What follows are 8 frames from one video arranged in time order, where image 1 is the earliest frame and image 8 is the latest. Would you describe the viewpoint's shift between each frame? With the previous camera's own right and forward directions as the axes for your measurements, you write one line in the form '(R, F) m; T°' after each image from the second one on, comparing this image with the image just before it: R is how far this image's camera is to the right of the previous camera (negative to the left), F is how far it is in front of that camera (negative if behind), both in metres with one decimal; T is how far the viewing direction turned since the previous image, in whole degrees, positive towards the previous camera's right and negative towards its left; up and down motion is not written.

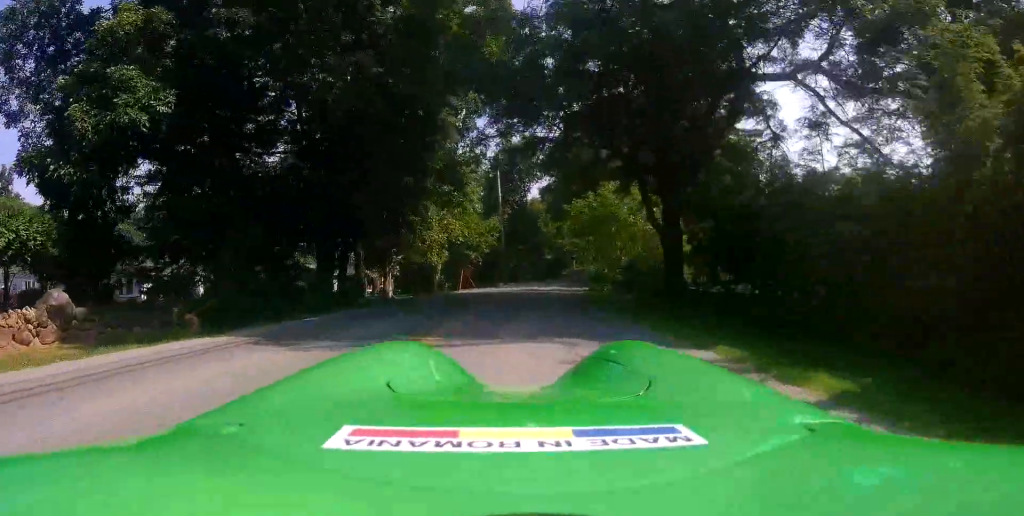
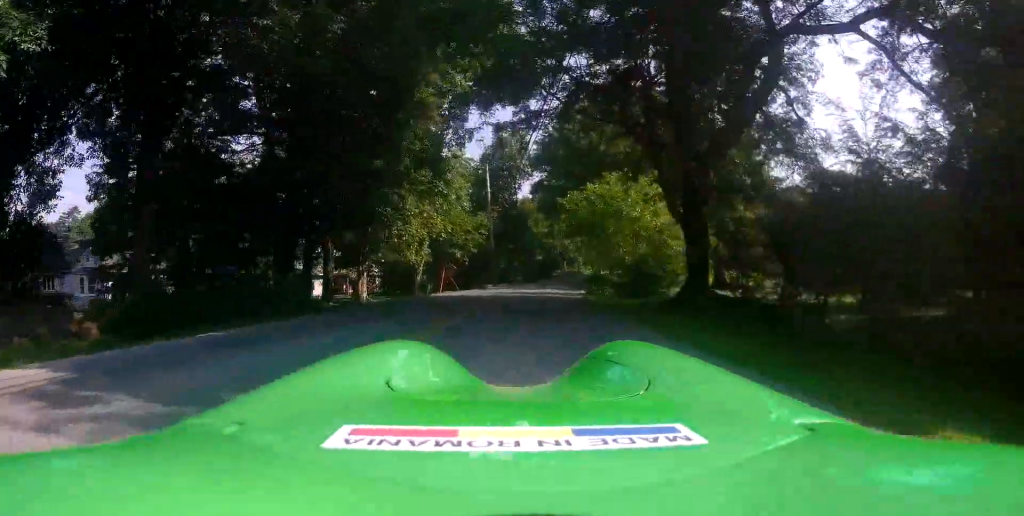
(-0.1, +3.6) m; +2°
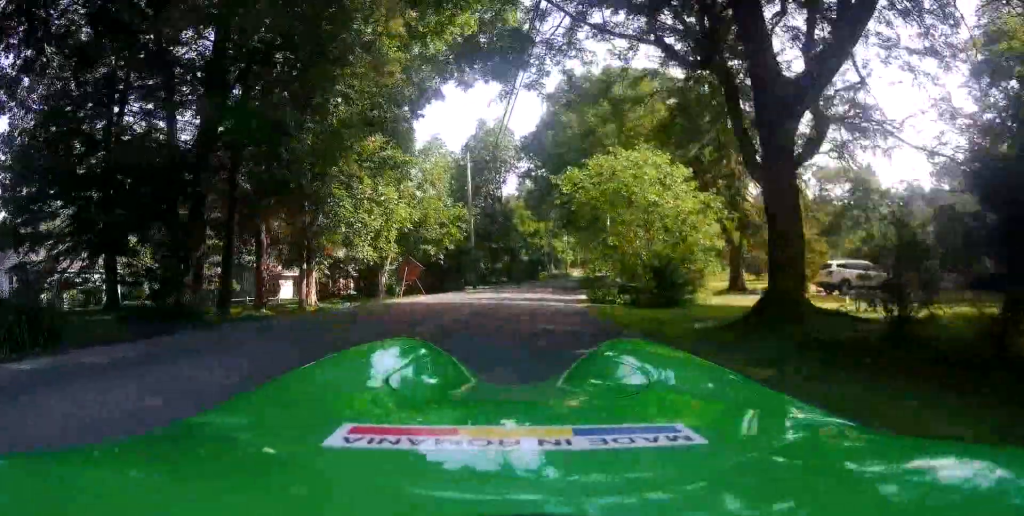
(+0.4, +6.3) m; +1°
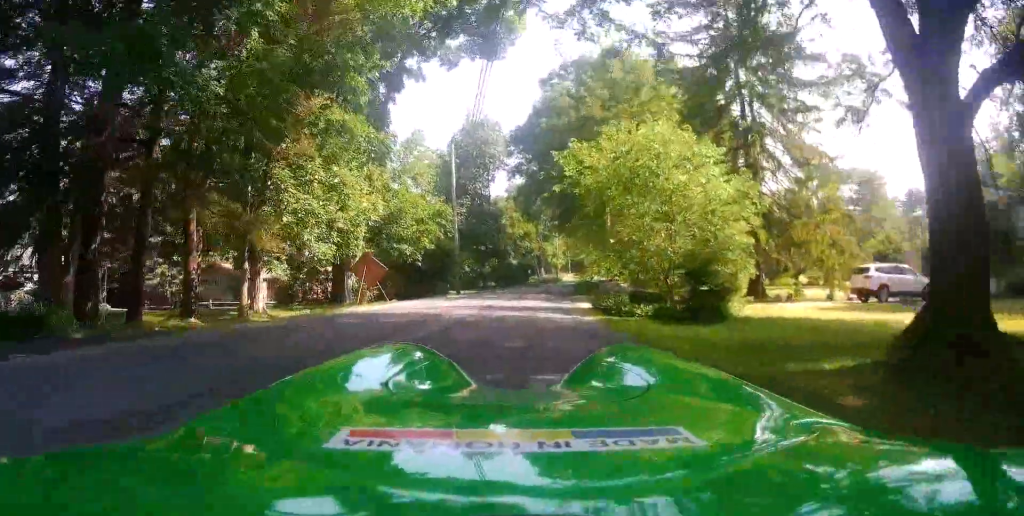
(-0.2, +4.9) m; -2°
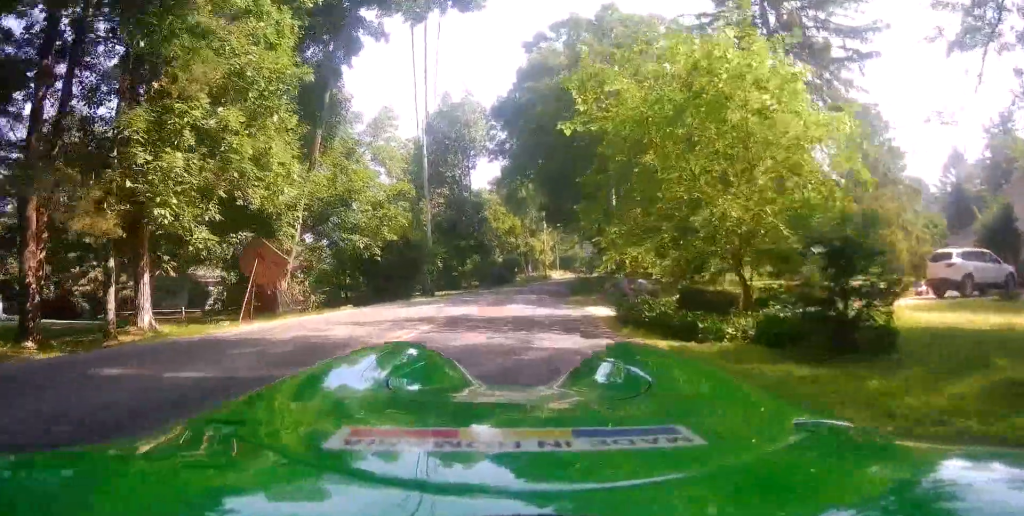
(-0.1, +6.8) m; +3°
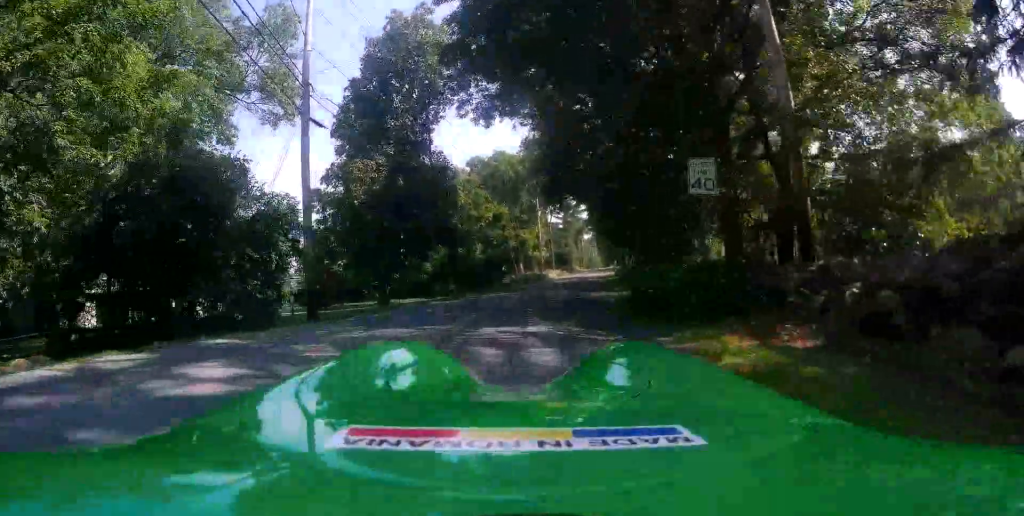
(+1.4, +19.9) m; +6°
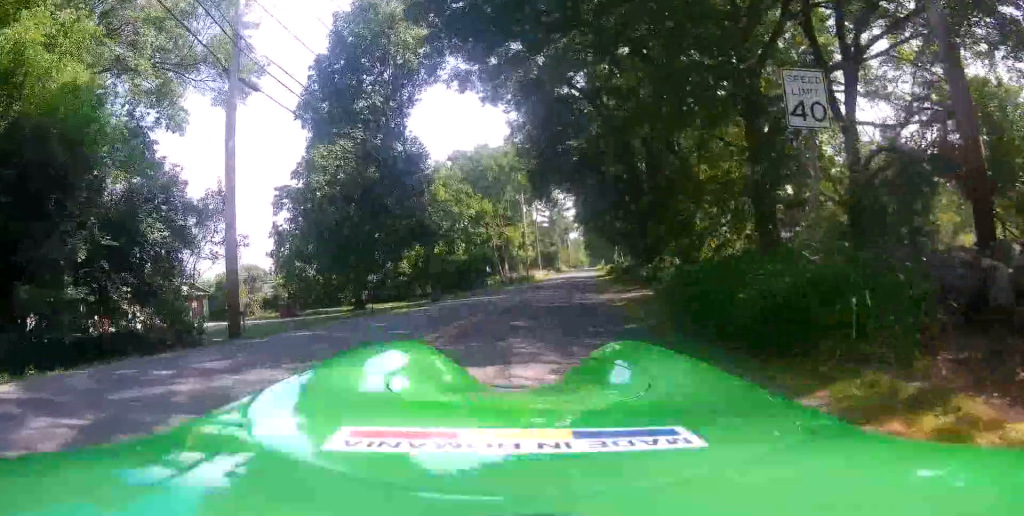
(0.0, +4.4) m; 0°
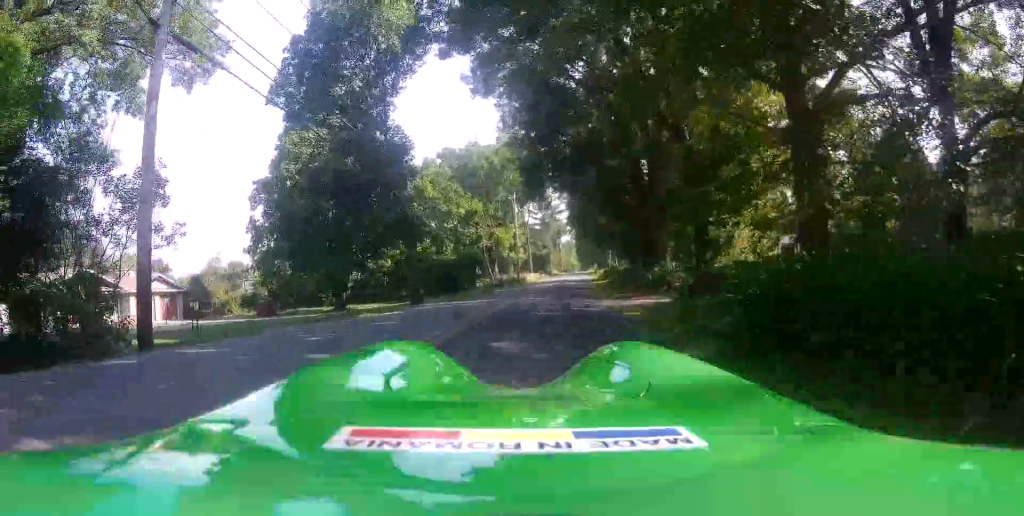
(0.0, +3.2) m; 0°
